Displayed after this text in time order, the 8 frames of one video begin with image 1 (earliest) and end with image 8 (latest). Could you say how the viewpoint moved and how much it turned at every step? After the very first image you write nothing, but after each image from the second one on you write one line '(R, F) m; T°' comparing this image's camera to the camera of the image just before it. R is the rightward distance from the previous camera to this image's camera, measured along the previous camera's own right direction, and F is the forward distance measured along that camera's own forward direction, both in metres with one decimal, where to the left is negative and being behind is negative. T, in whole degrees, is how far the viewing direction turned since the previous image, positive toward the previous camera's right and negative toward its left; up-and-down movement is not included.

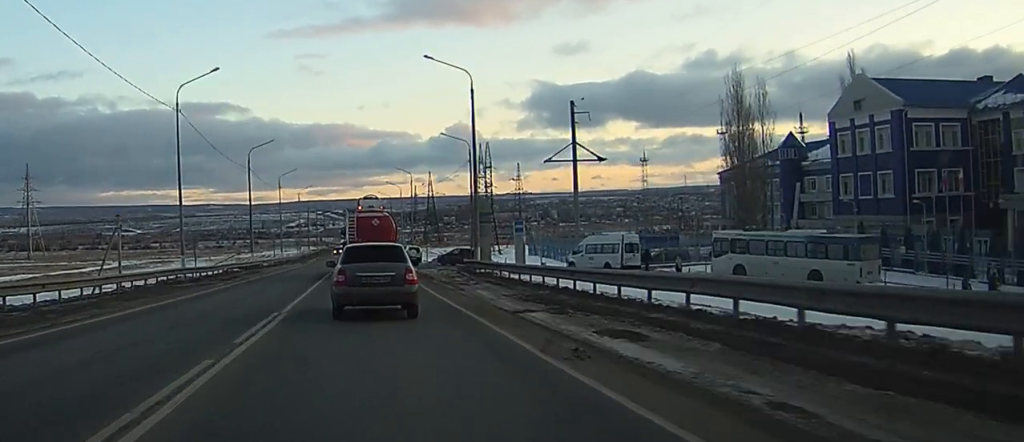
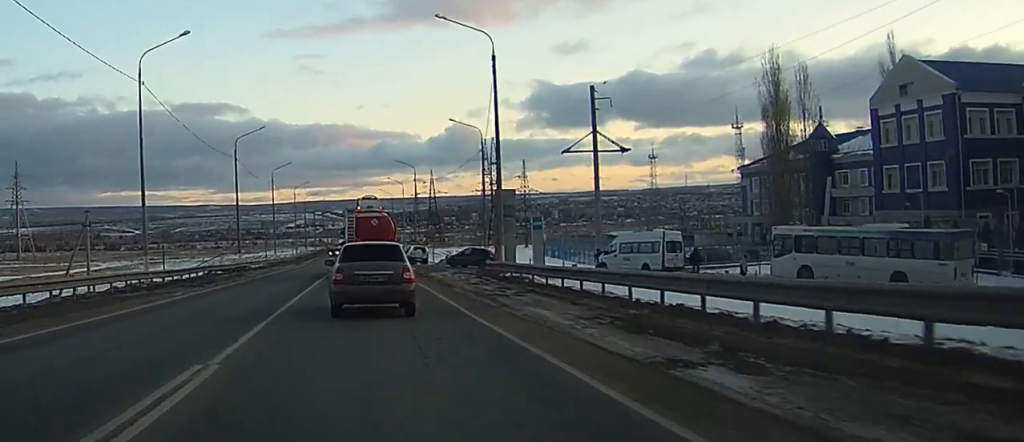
(+0.1, +8.5) m; +1°
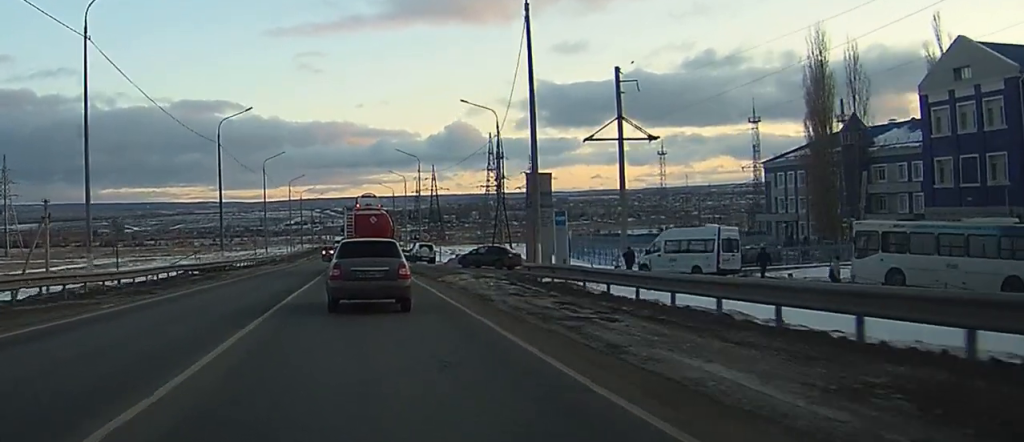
(+0.1, +8.5) m; +2°
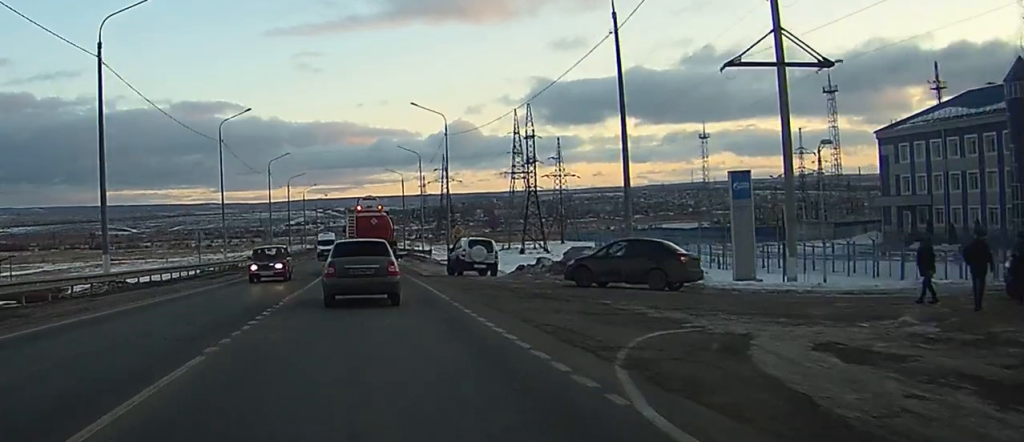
(+0.5, +30.7) m; -2°
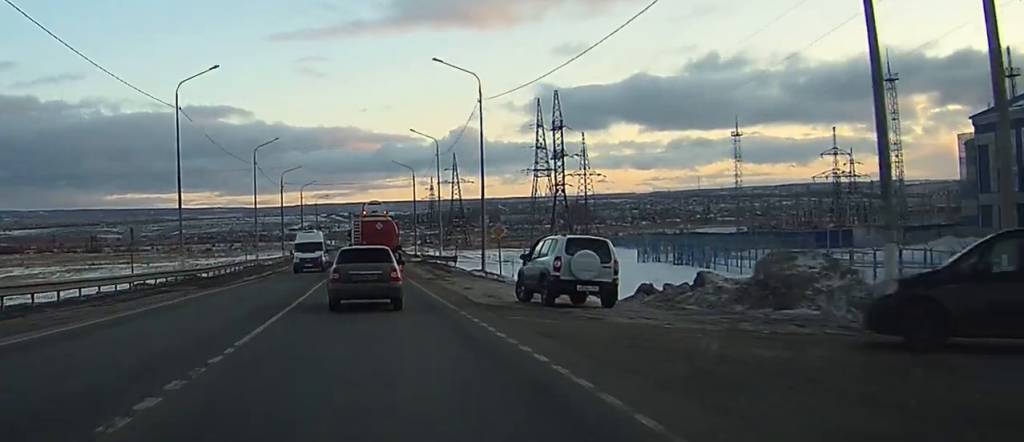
(-0.6, +17.6) m; -1°
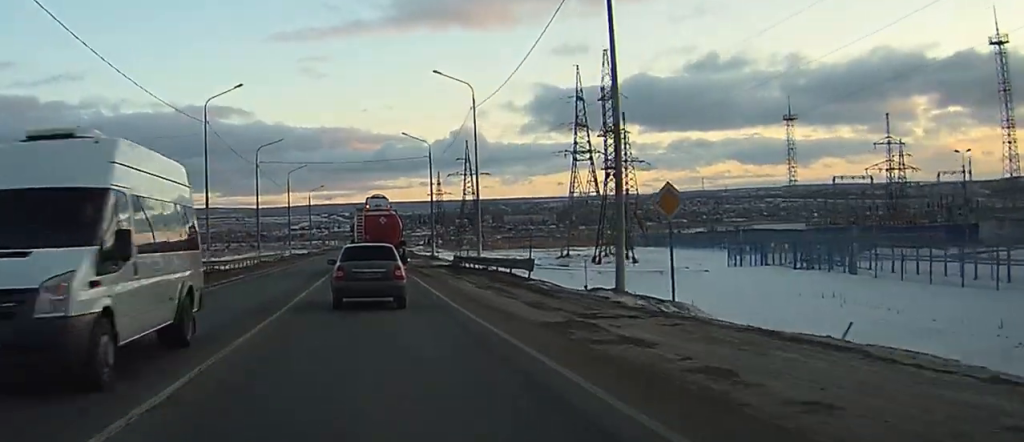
(+0.5, +26.0) m; +2°
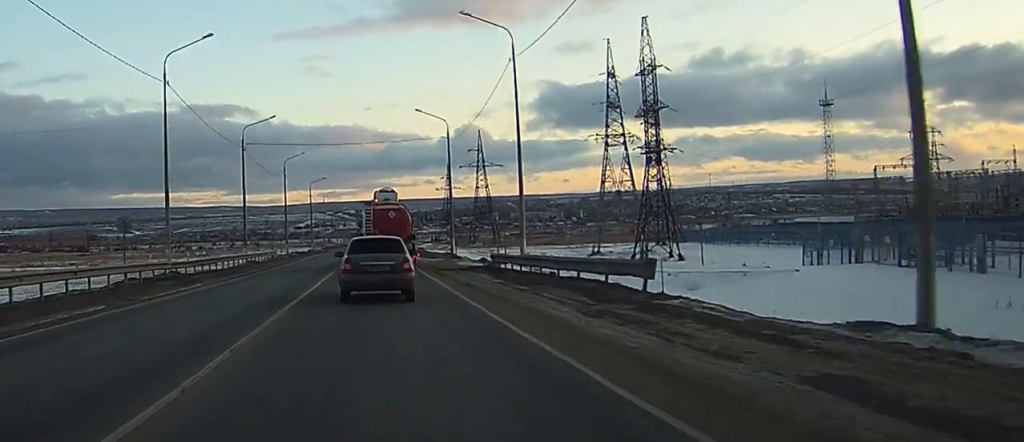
(+0.1, +13.0) m; 0°
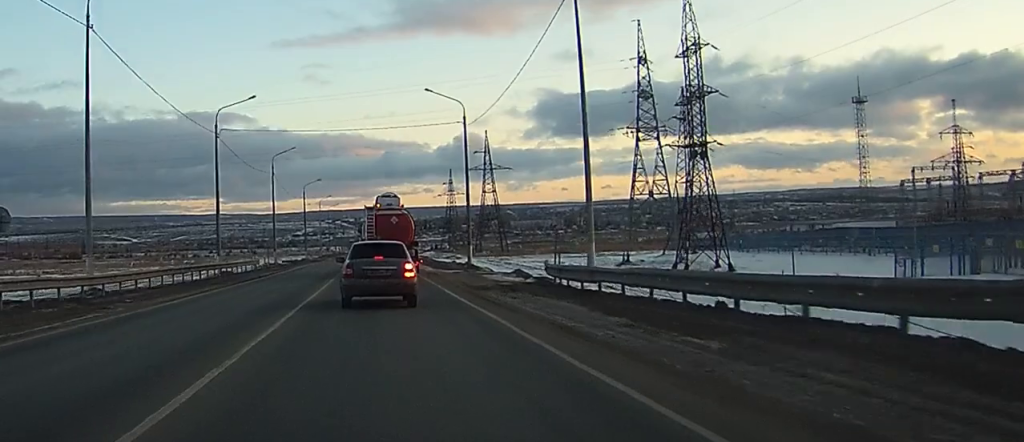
(0.0, +12.7) m; 0°
